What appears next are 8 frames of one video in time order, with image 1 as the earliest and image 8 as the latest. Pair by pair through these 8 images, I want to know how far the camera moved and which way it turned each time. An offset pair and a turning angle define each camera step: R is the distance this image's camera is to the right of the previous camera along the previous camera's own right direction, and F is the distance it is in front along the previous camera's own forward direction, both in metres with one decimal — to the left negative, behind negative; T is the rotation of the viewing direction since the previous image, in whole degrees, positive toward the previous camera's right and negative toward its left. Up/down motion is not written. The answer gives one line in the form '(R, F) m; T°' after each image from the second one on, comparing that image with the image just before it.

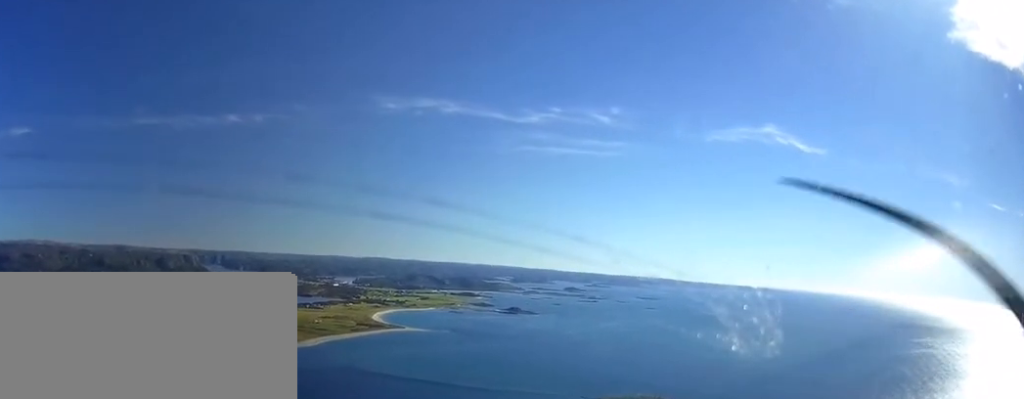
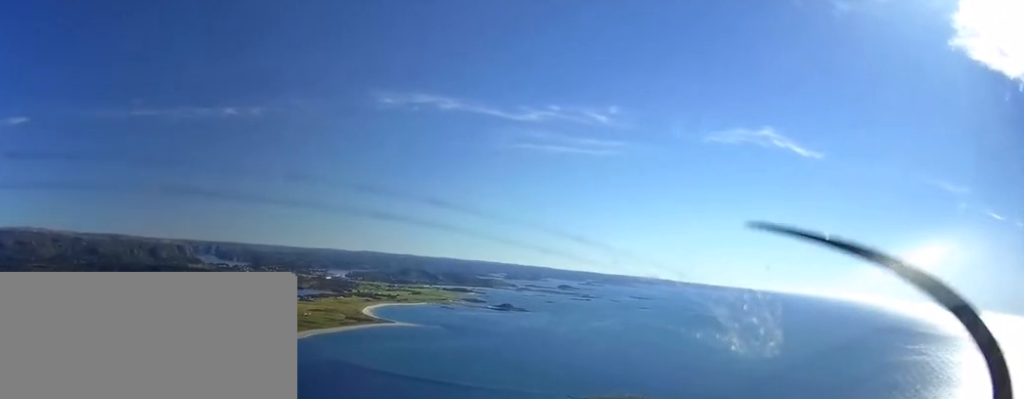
(+0.1, +25.0) m; +1°
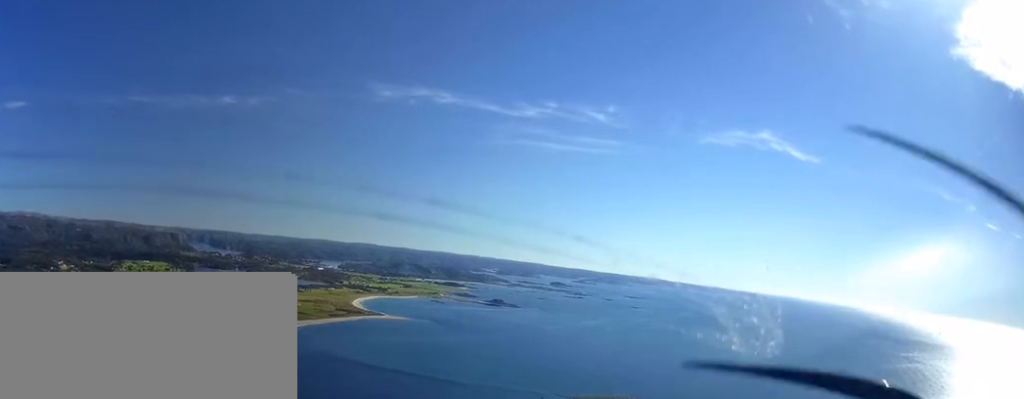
(+0.2, +25.1) m; 0°
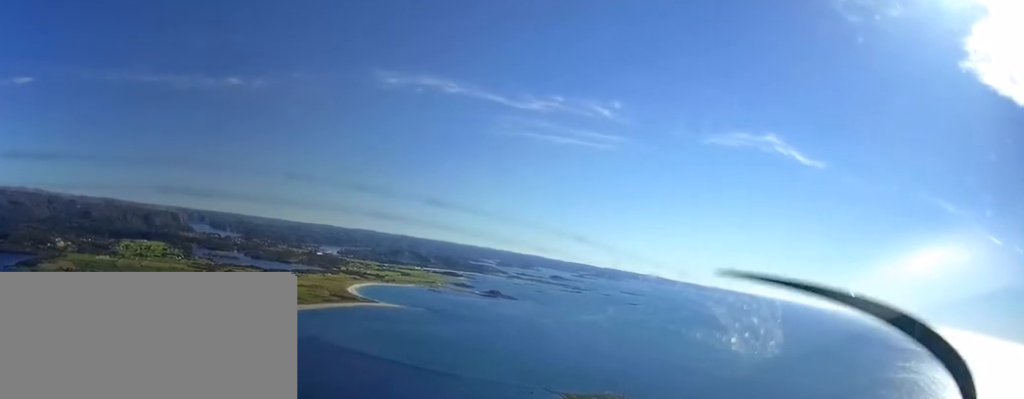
(0.0, +31.7) m; 0°
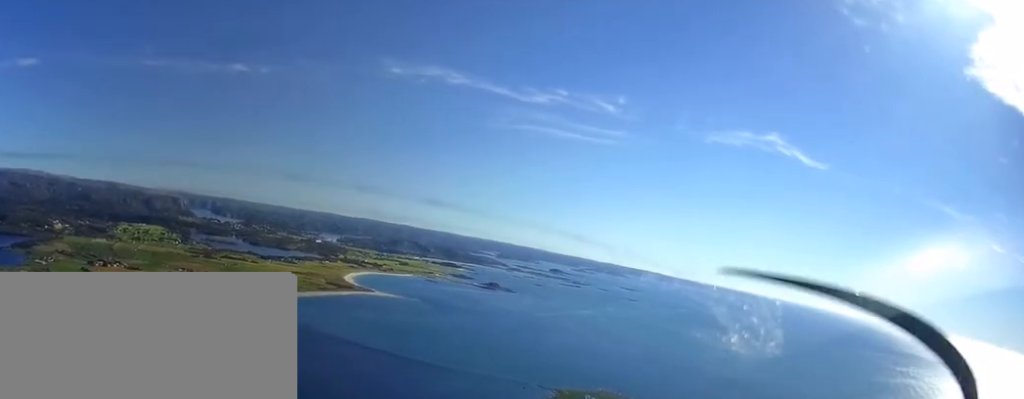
(0.0, +30.4) m; 0°
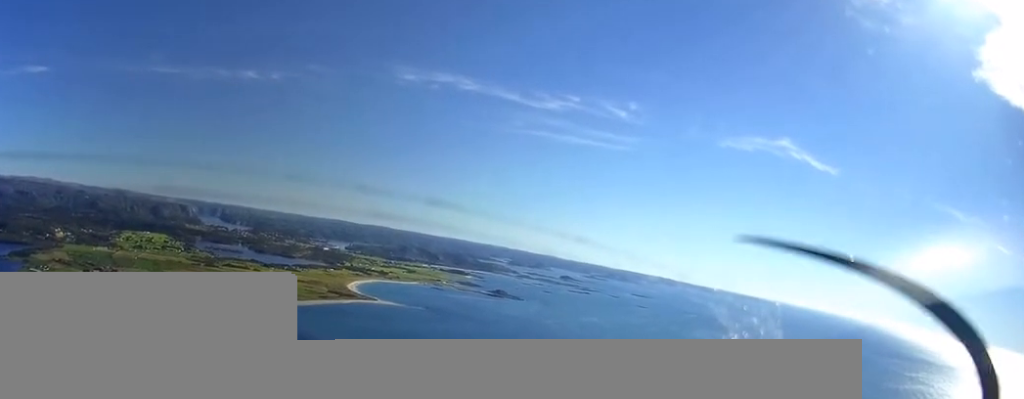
(-0.8, +76.5) m; -1°
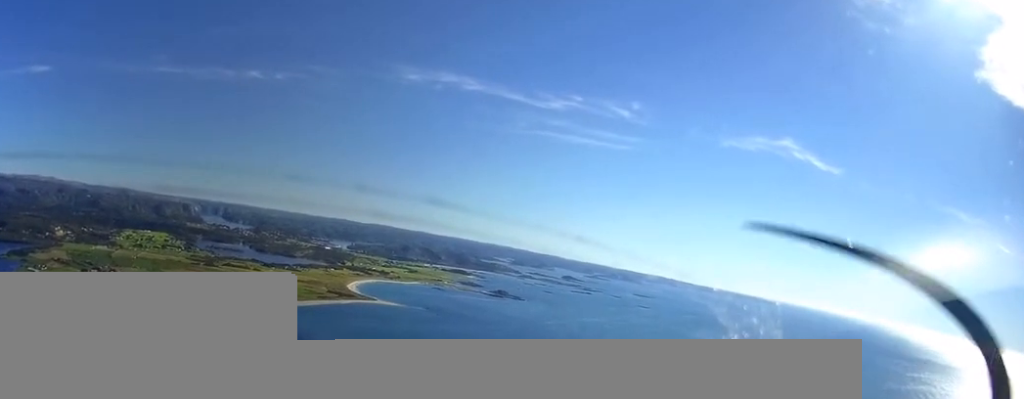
(0.0, +22.3) m; 0°
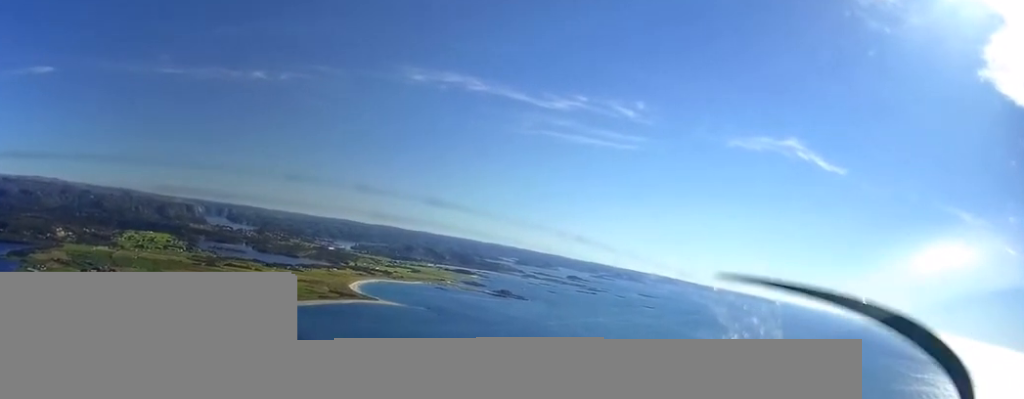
(-0.2, +26.2) m; 0°
